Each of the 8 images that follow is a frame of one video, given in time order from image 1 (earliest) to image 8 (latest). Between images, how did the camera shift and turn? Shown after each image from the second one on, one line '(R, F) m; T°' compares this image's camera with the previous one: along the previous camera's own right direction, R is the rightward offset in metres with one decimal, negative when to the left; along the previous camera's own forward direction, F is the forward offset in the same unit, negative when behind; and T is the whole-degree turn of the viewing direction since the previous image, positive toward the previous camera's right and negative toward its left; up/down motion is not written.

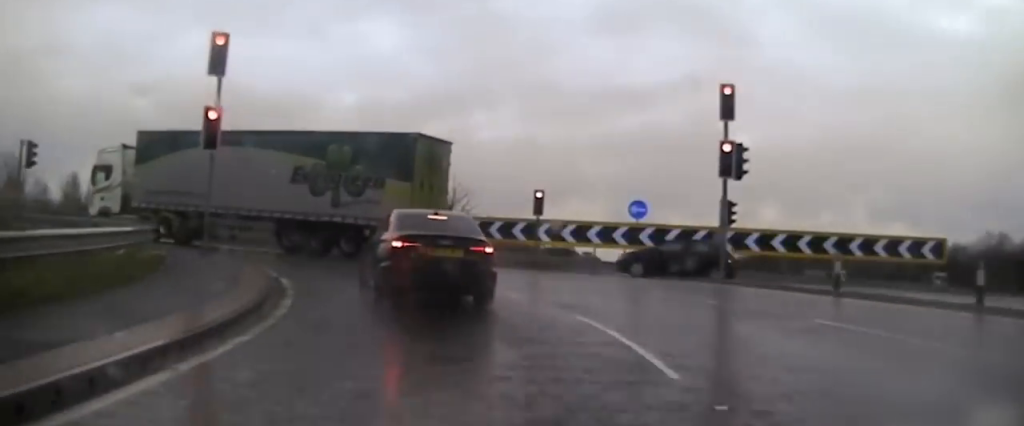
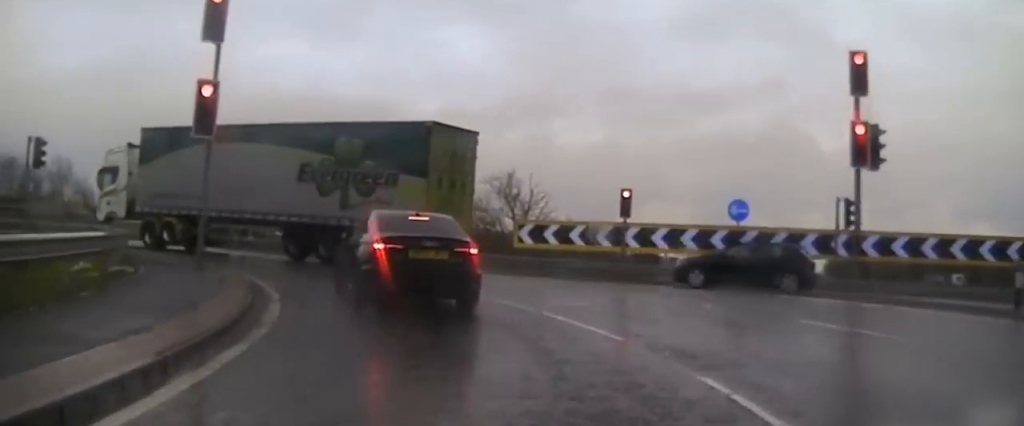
(-0.4, +5.5) m; -4°
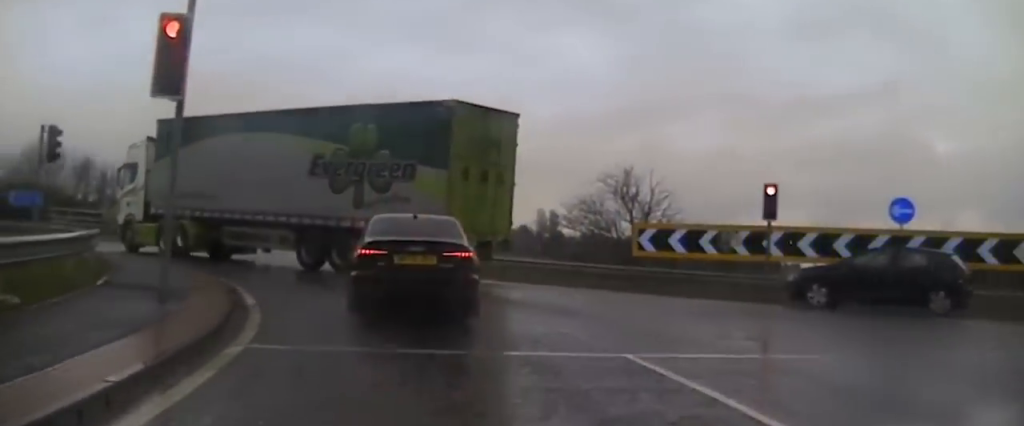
(-0.3, +6.9) m; -4°
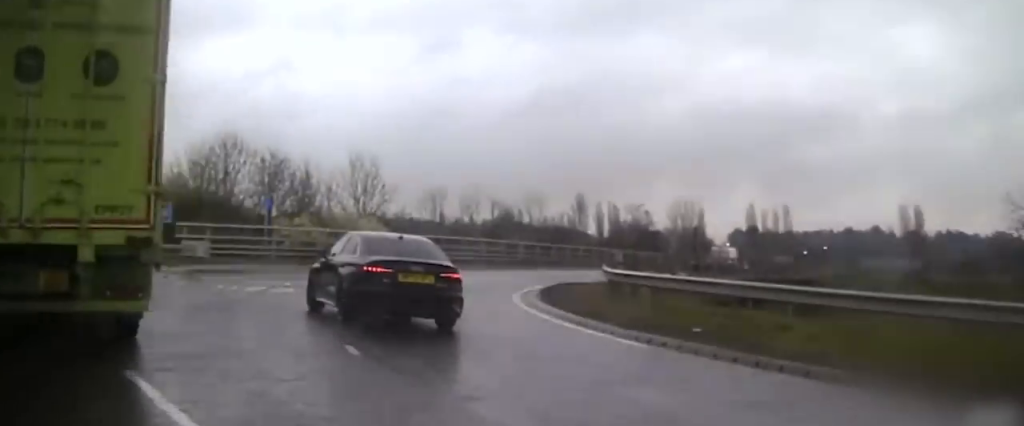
(-3.2, +23.9) m; -19°
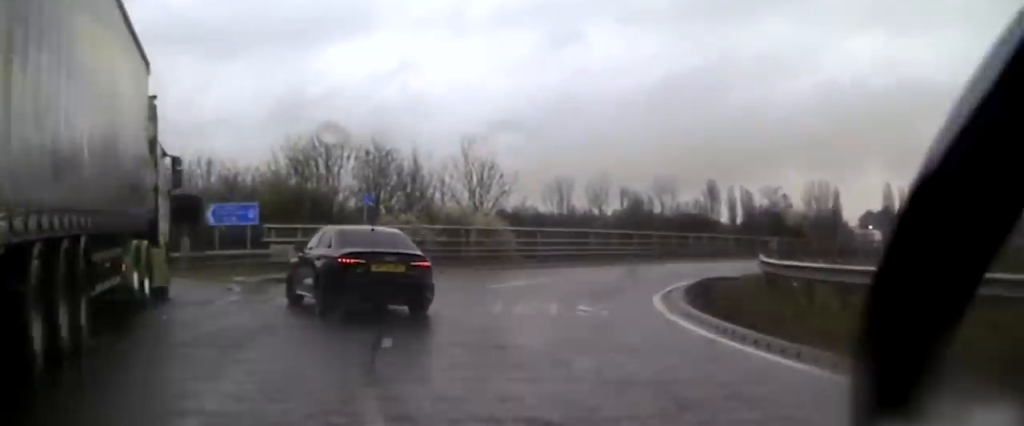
(+0.1, +4.3) m; -7°
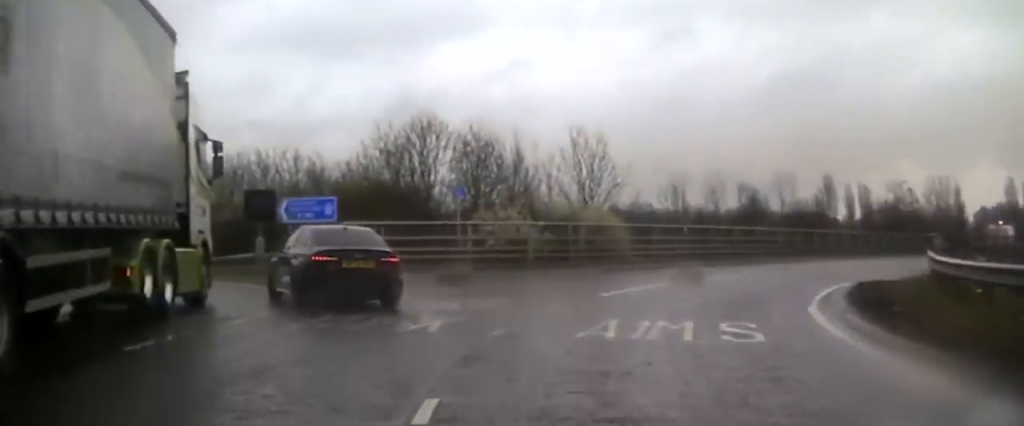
(-0.5, +3.9) m; -6°
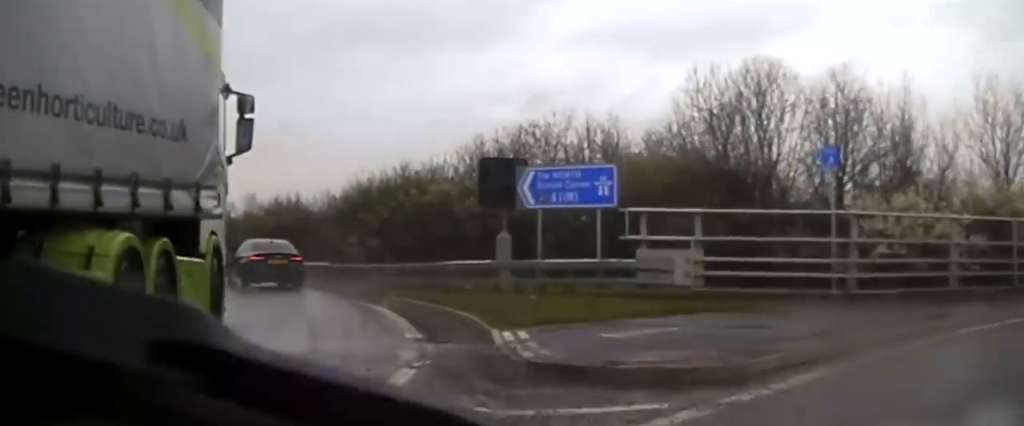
(-2.8, +15.5) m; -19°
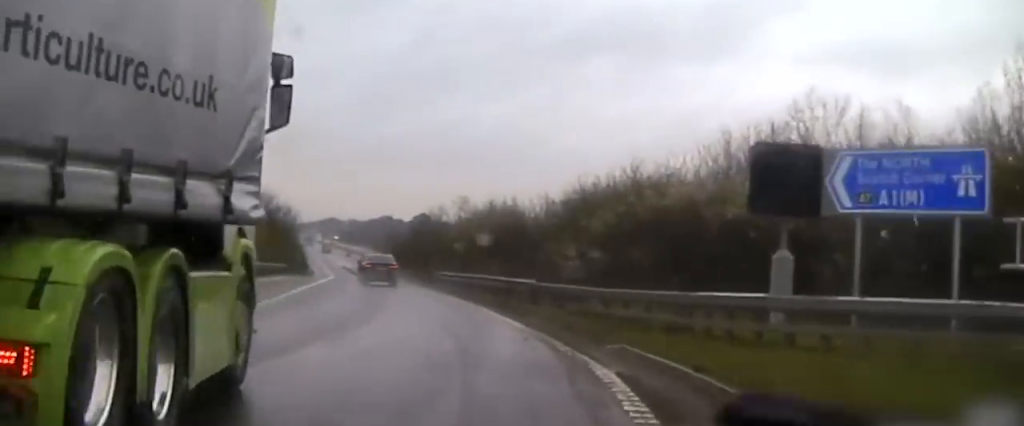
(-0.9, +8.1) m; -11°
